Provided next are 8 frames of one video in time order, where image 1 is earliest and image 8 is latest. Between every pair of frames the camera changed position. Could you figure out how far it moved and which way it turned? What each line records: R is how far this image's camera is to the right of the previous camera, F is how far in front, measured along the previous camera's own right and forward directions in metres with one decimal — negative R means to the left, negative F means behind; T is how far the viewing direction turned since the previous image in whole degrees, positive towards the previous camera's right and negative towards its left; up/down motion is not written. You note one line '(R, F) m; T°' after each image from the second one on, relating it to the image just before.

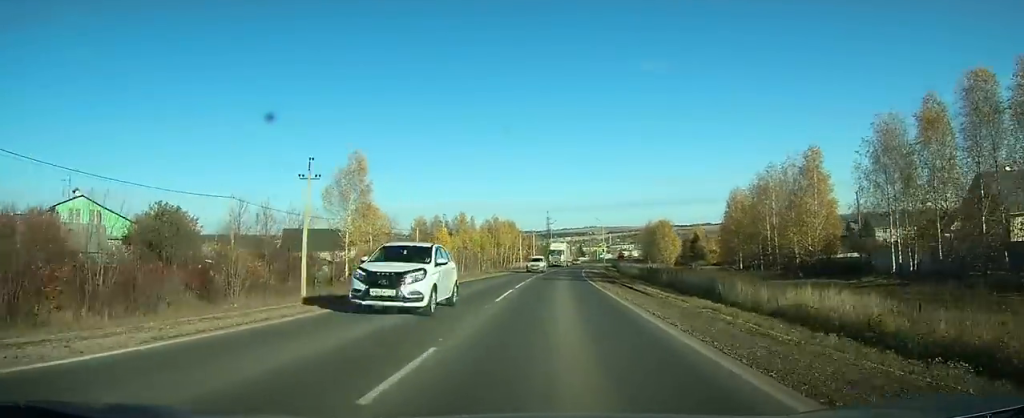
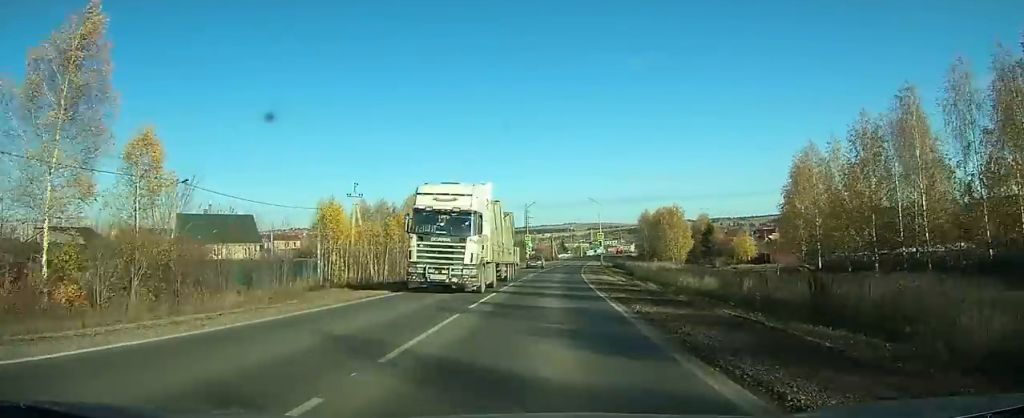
(+0.3, +33.2) m; +2°
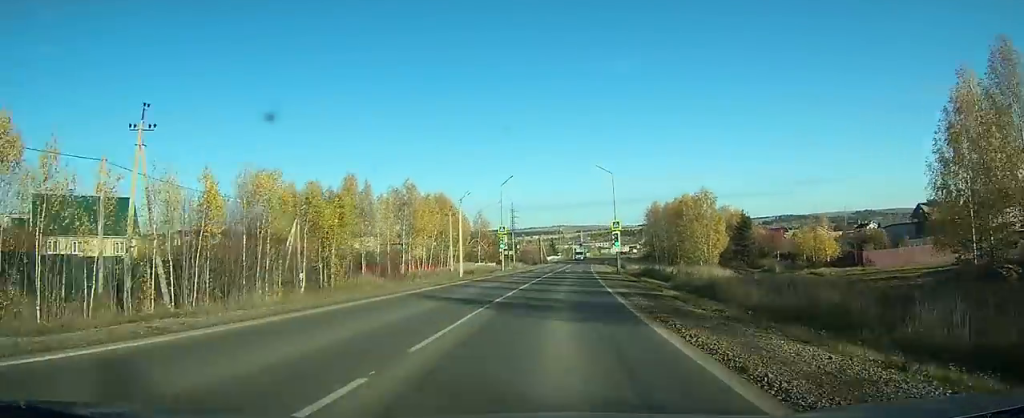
(+1.0, +30.2) m; +2°
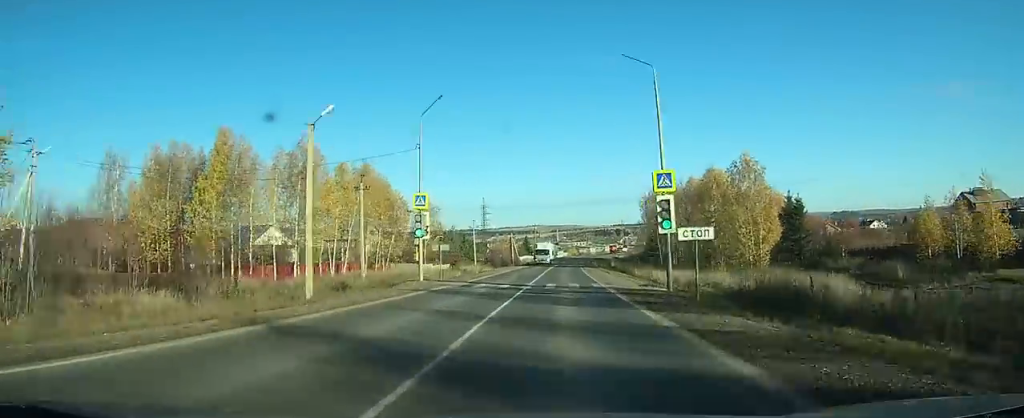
(+0.2, +29.5) m; +1°
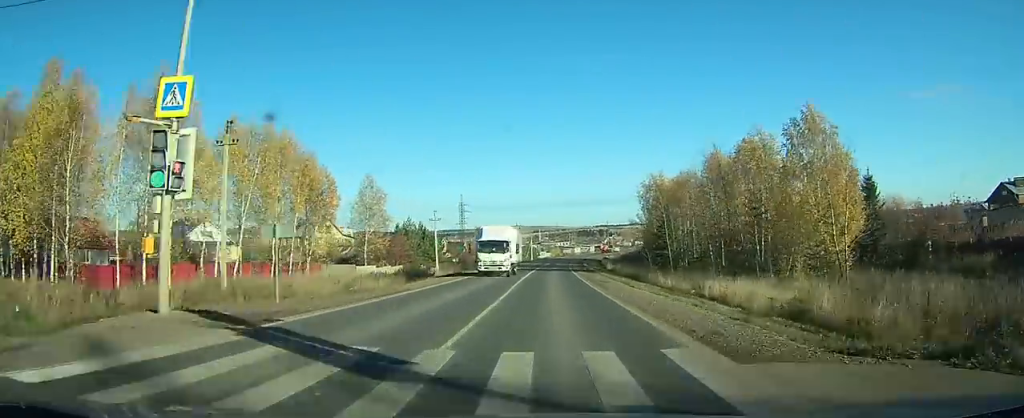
(+0.1, +20.1) m; +1°
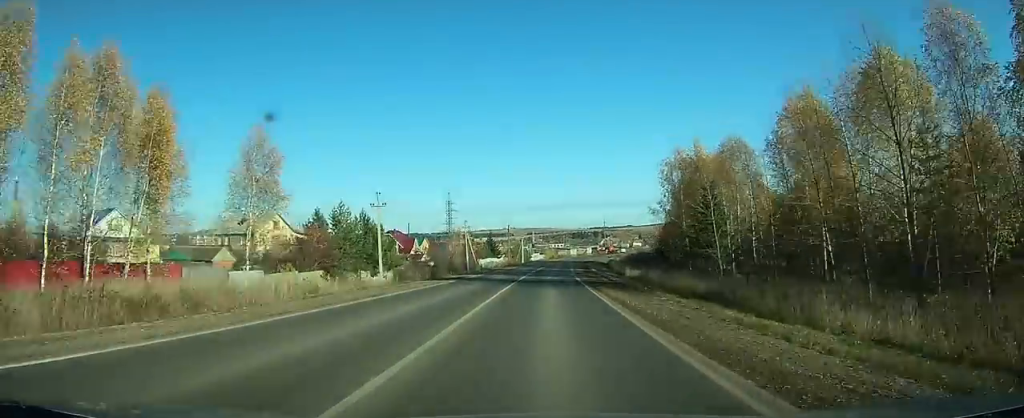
(+0.2, +24.4) m; +1°
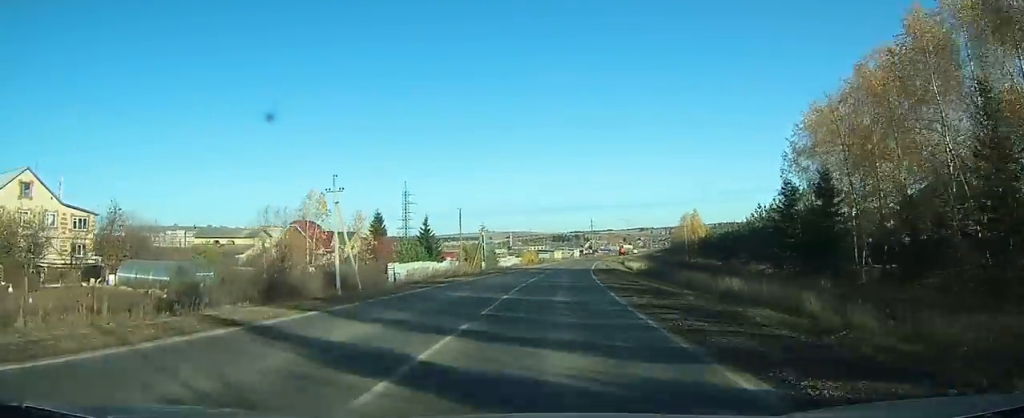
(+1.1, +58.8) m; +1°
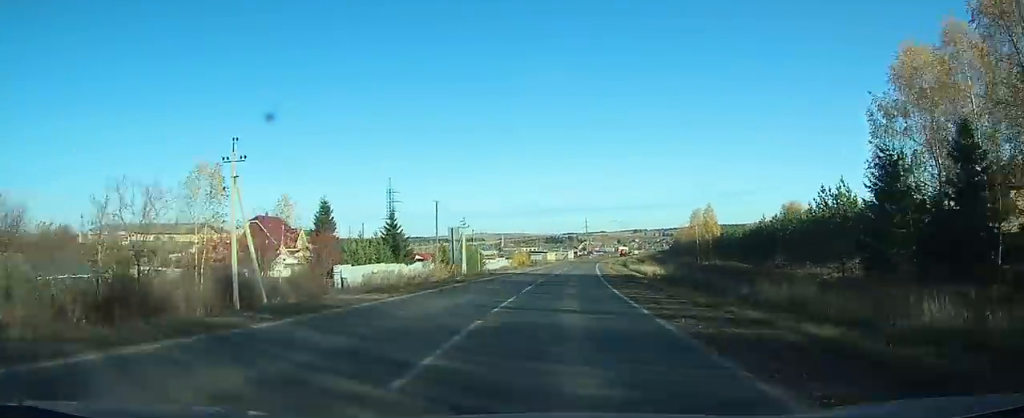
(+0.1, +15.0) m; +1°
